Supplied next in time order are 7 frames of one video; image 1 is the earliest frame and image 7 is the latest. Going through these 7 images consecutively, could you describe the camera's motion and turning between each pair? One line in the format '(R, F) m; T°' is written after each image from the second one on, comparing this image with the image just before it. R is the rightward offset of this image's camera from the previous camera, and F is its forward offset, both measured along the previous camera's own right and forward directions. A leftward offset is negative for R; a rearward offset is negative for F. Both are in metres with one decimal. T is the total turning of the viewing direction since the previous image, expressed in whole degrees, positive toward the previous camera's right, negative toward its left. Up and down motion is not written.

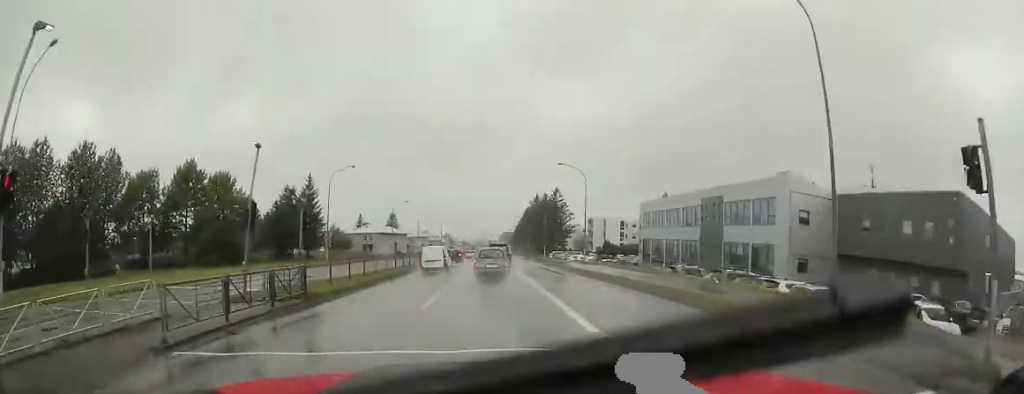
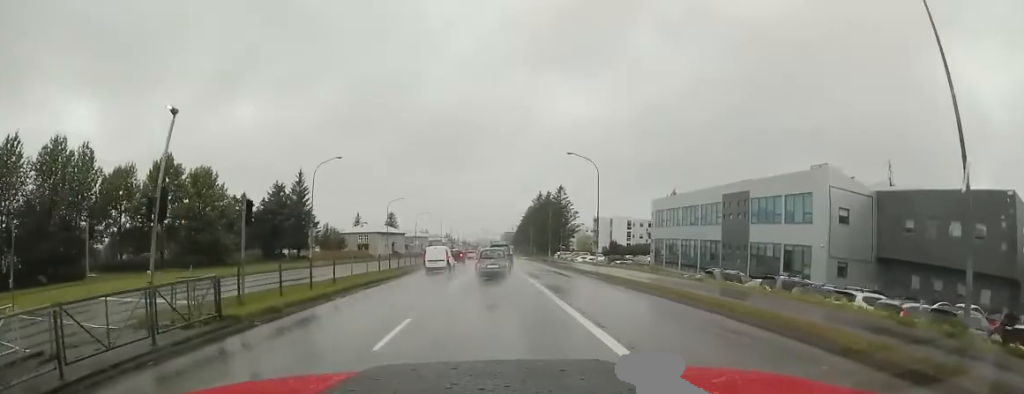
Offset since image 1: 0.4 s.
(+0.1, +4.8) m; +1°
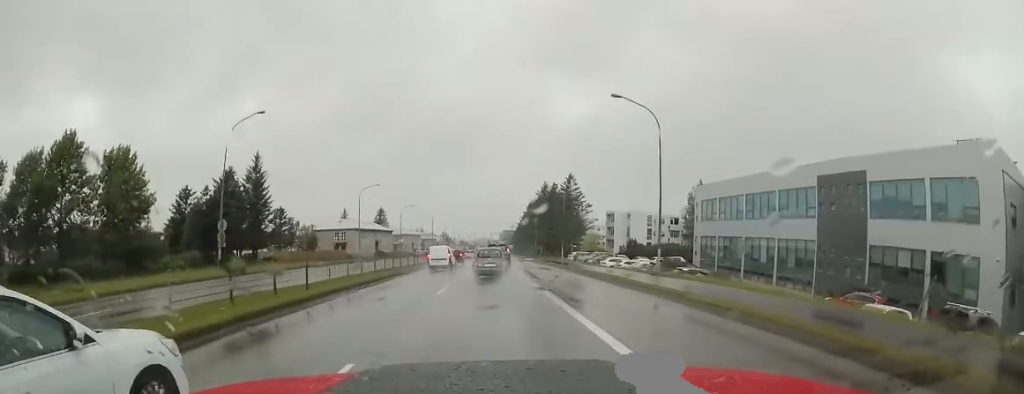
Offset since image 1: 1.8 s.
(+0.2, +15.2) m; -2°
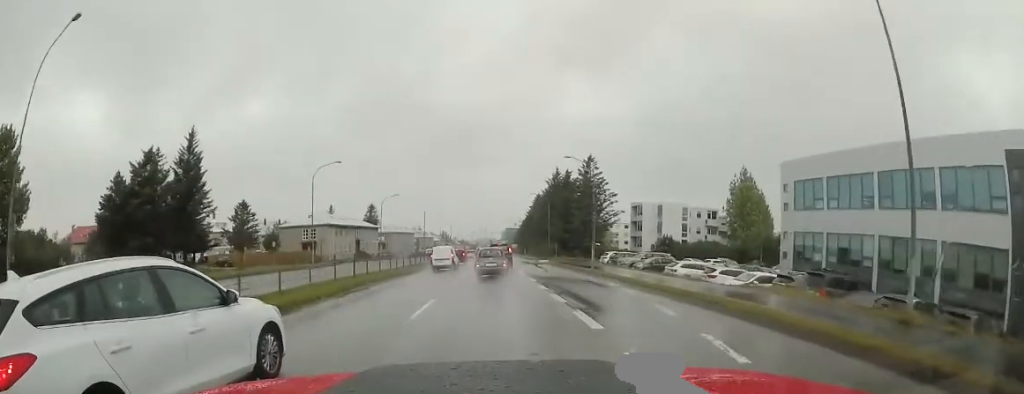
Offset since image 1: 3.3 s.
(-0.7, +16.8) m; -2°
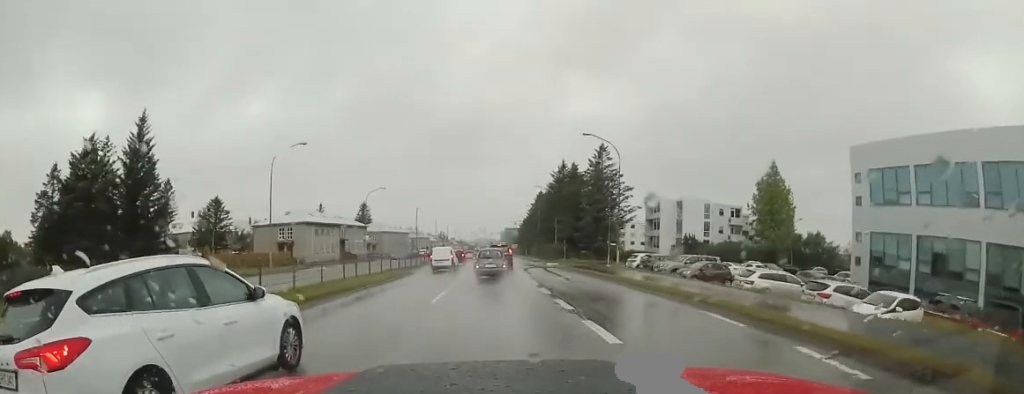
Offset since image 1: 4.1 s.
(+0.3, +9.0) m; 0°
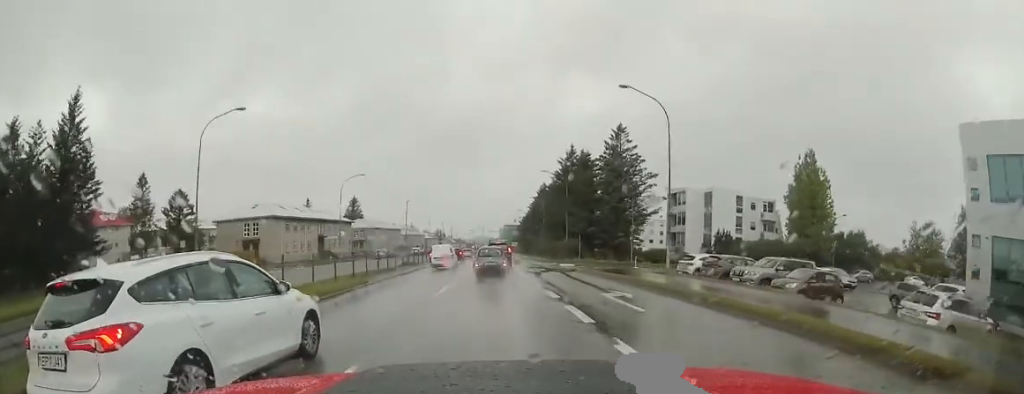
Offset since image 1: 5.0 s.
(-0.3, +10.0) m; -1°
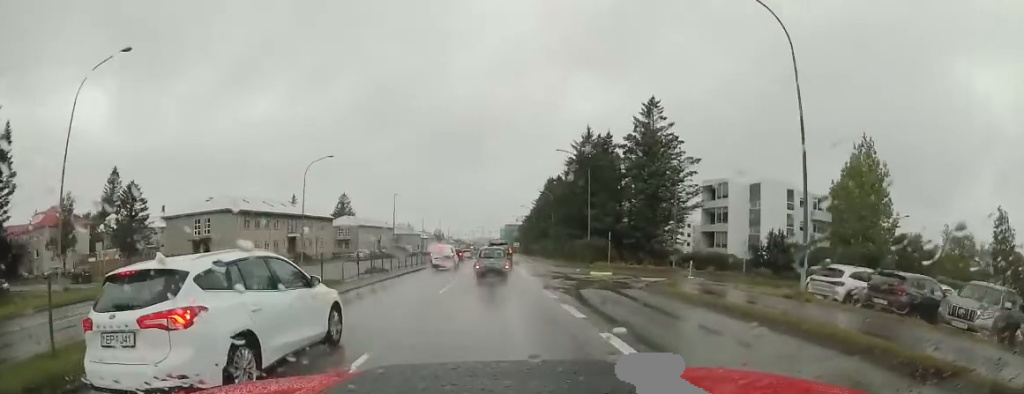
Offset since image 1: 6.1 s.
(0.0, +11.3) m; 0°
